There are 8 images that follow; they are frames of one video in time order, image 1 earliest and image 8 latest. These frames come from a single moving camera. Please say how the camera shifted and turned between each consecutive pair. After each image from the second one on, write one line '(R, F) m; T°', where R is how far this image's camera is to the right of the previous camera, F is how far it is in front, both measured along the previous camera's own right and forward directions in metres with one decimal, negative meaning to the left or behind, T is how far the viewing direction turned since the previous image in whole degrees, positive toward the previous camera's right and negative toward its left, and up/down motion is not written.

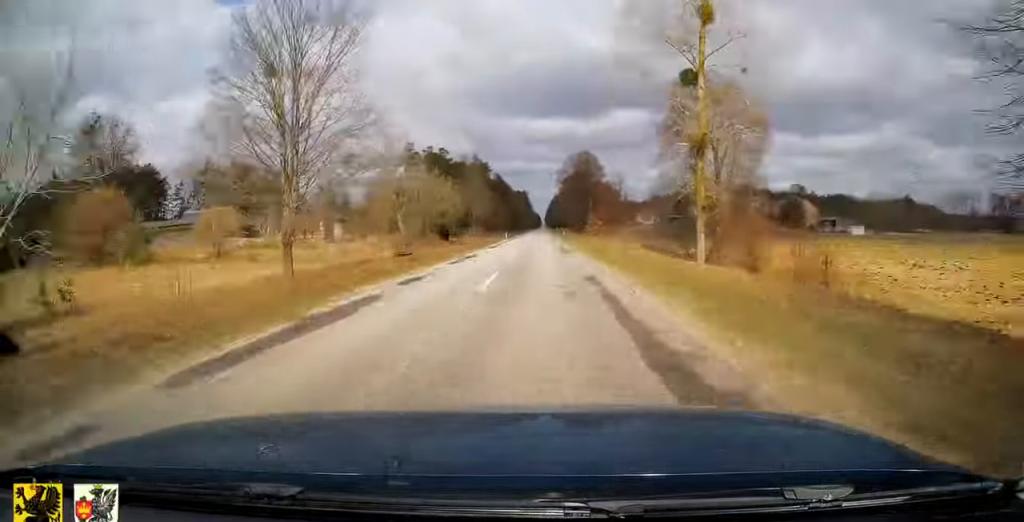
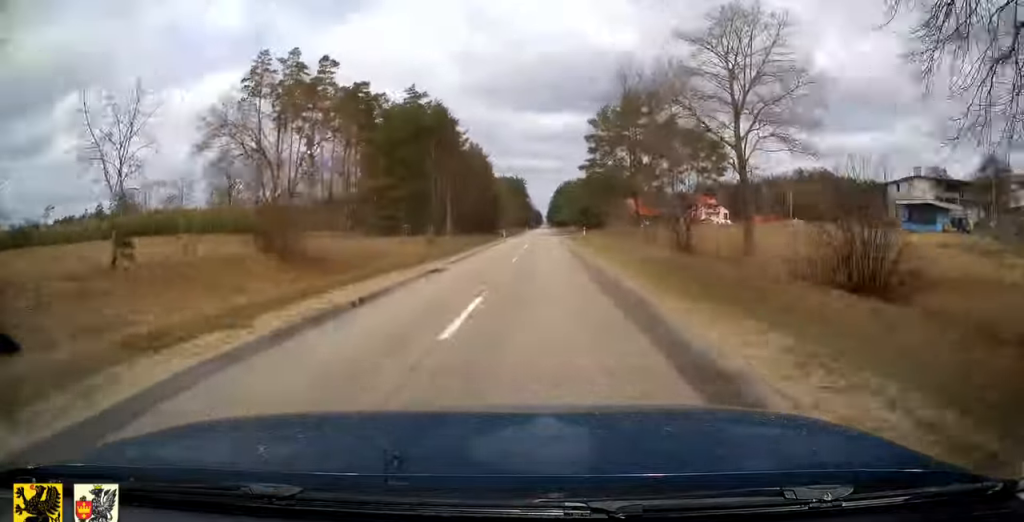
(-0.3, +110.5) m; 0°
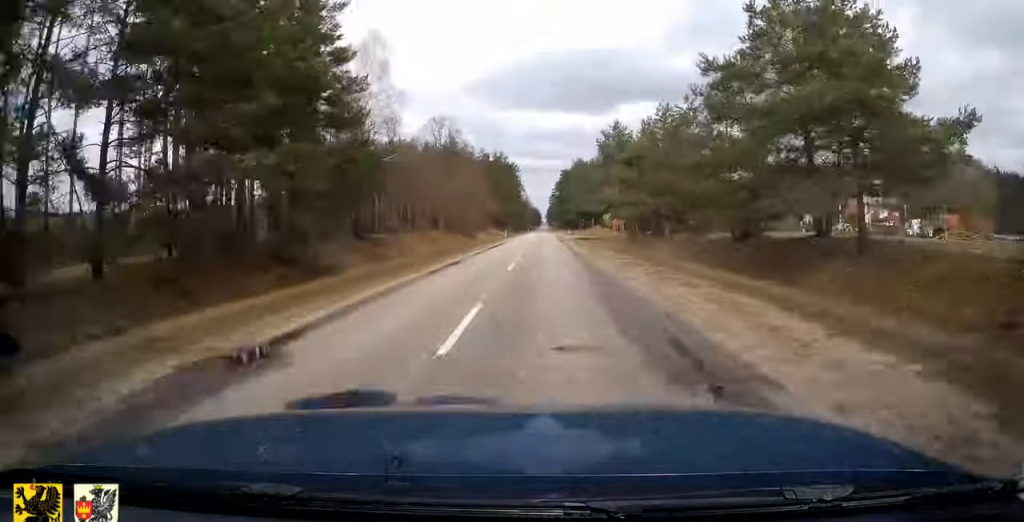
(+0.1, +91.1) m; 0°
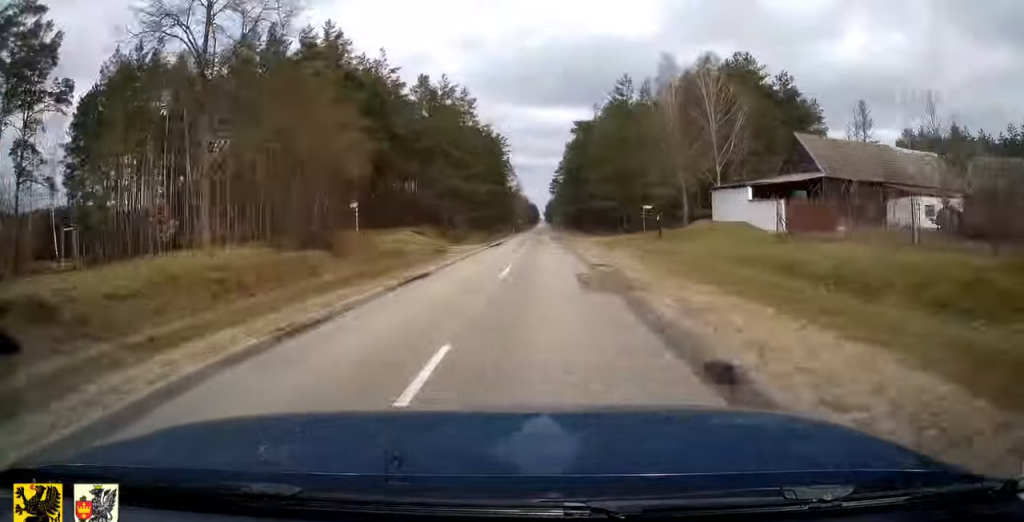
(+0.2, +80.5) m; 0°
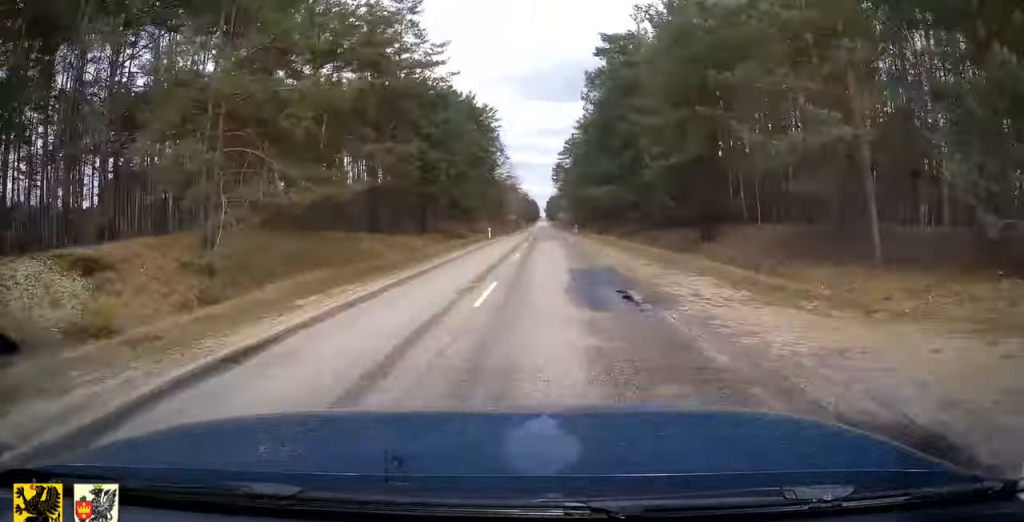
(0.0, +44.1) m; 0°
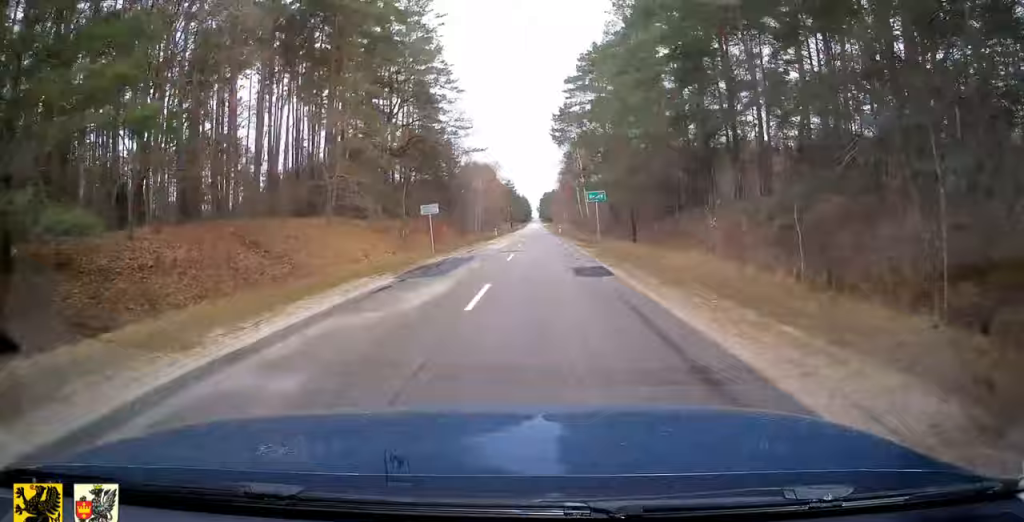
(0.0, +76.0) m; 0°
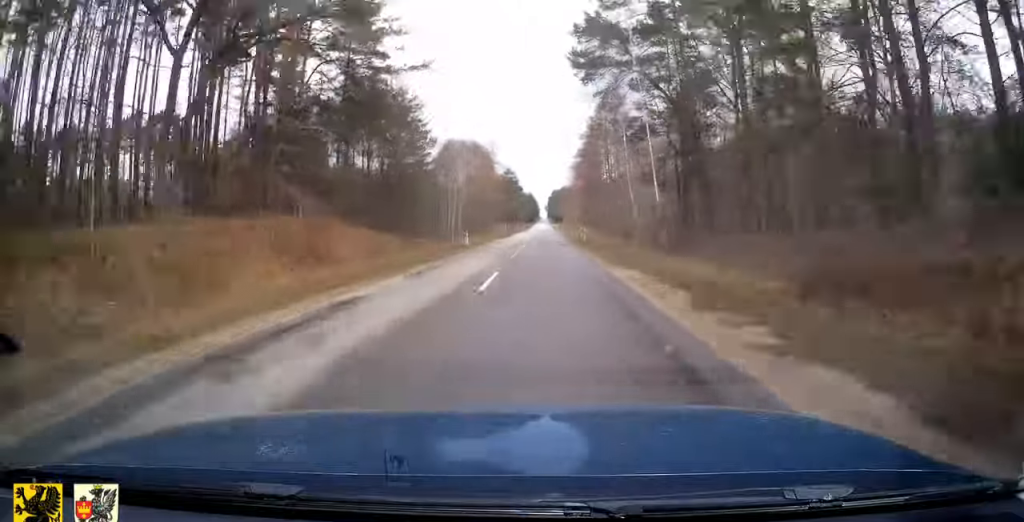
(0.0, +35.2) m; 0°
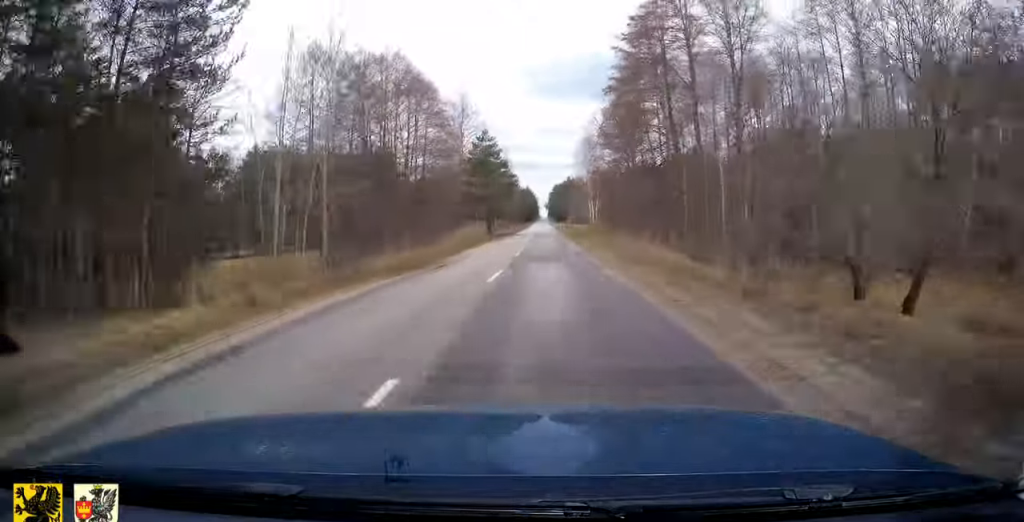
(+0.1, +48.5) m; 0°
